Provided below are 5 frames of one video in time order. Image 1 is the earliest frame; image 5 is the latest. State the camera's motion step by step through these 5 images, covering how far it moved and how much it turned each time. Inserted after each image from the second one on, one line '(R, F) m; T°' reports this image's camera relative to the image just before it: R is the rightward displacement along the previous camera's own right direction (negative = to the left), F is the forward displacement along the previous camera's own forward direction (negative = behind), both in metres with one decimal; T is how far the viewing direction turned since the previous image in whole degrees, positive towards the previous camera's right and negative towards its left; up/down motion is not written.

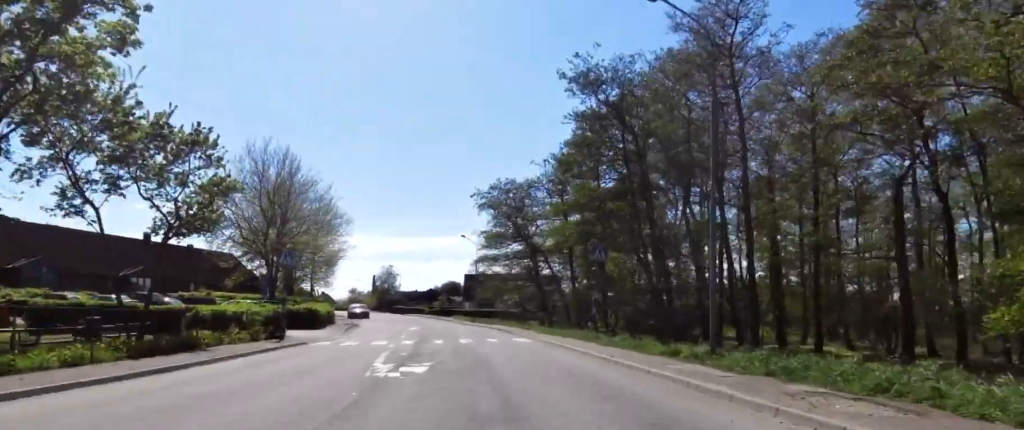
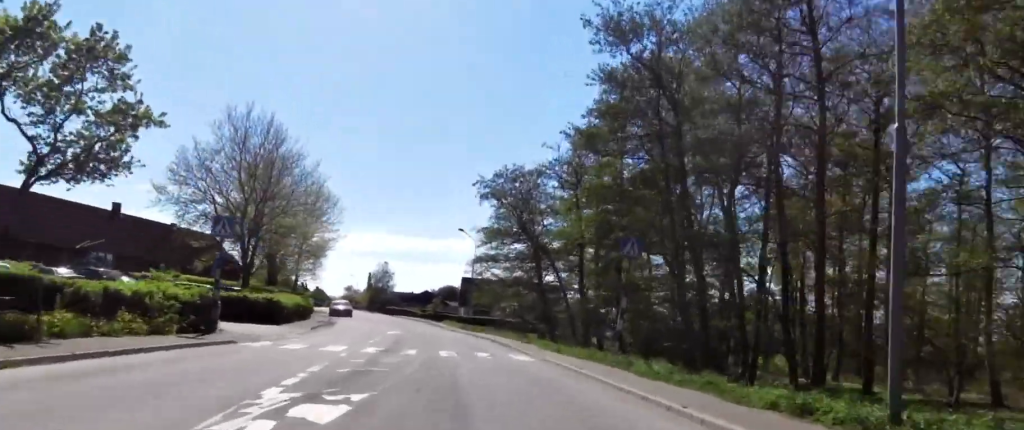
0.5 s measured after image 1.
(0.0, +5.4) m; 0°
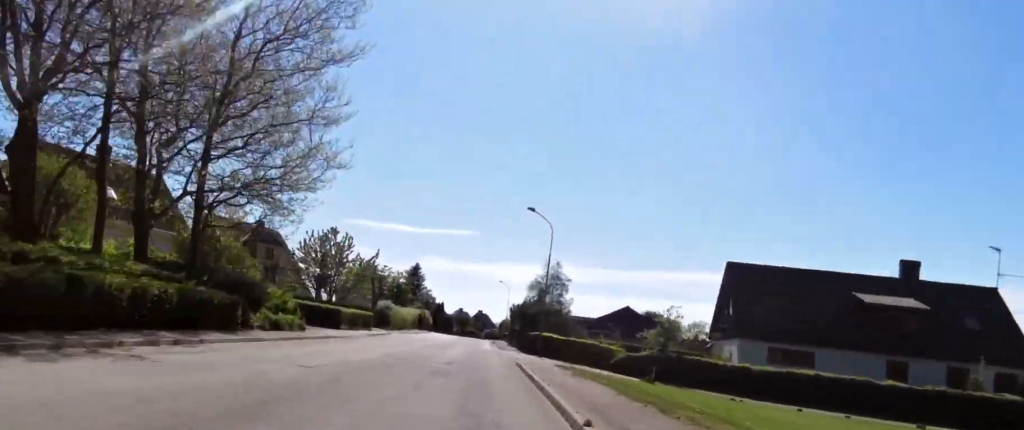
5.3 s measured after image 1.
(-7.9, +53.3) m; -17°
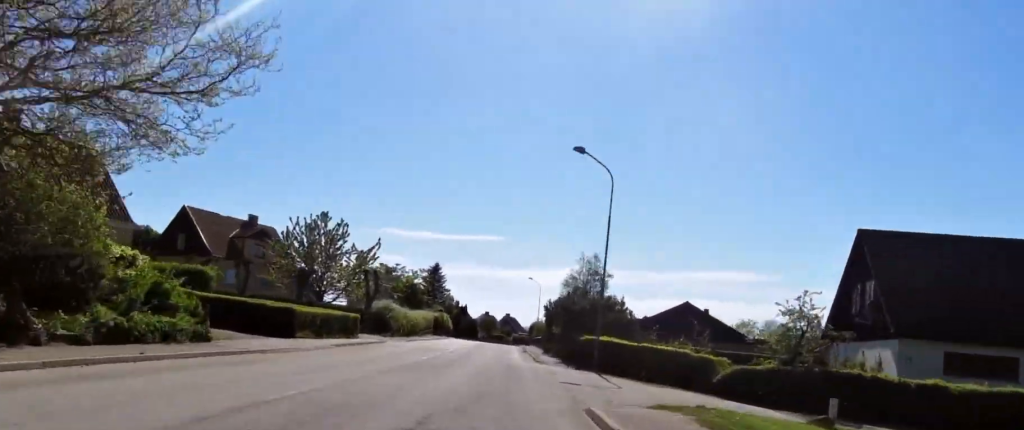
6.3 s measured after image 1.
(-1.3, +11.0) m; -8°
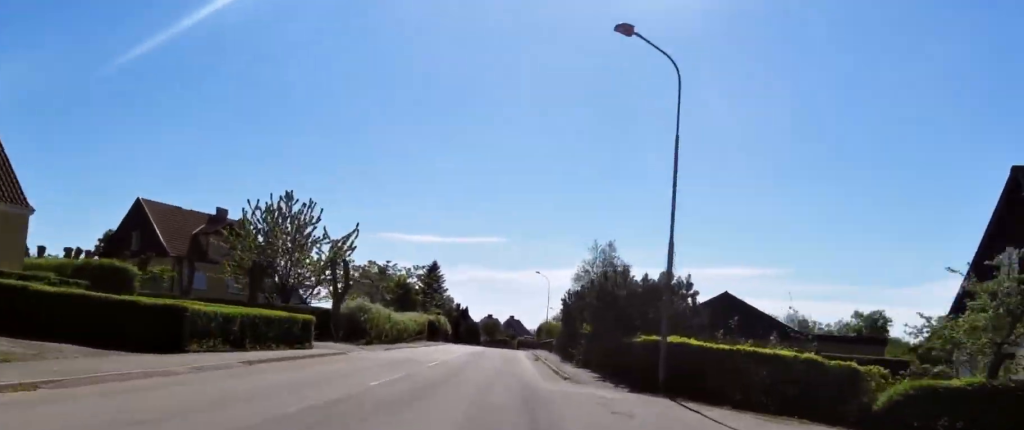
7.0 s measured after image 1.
(-0.5, +8.2) m; 0°
